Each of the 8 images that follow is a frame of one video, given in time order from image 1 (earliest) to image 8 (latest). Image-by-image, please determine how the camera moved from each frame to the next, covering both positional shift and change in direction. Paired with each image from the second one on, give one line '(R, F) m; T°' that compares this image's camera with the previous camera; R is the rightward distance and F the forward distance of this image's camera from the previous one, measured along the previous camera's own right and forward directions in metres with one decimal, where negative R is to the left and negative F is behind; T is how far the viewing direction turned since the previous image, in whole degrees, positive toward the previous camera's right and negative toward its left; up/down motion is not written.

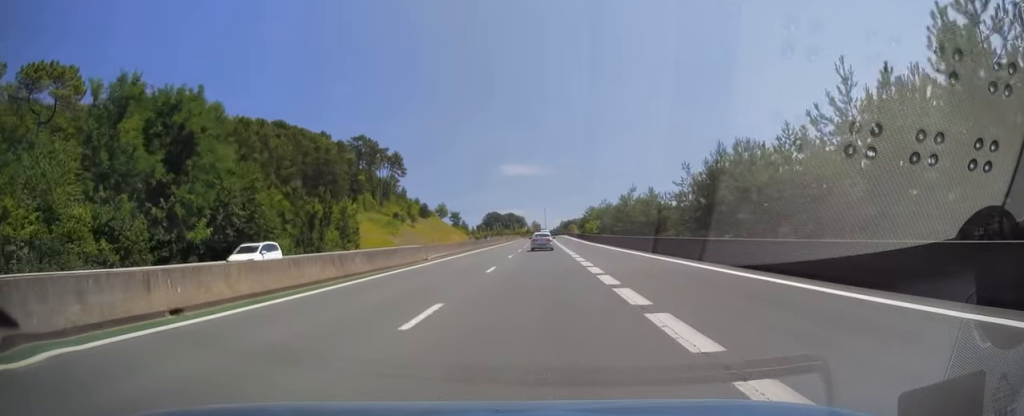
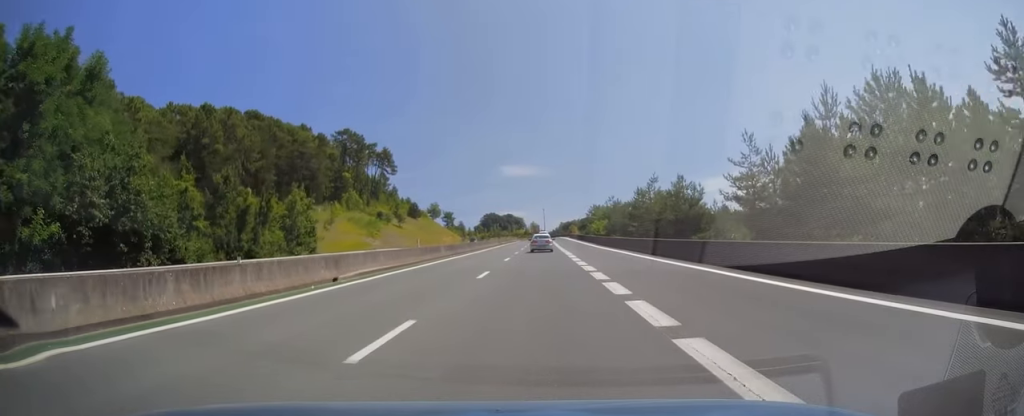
(0.0, +15.1) m; 0°
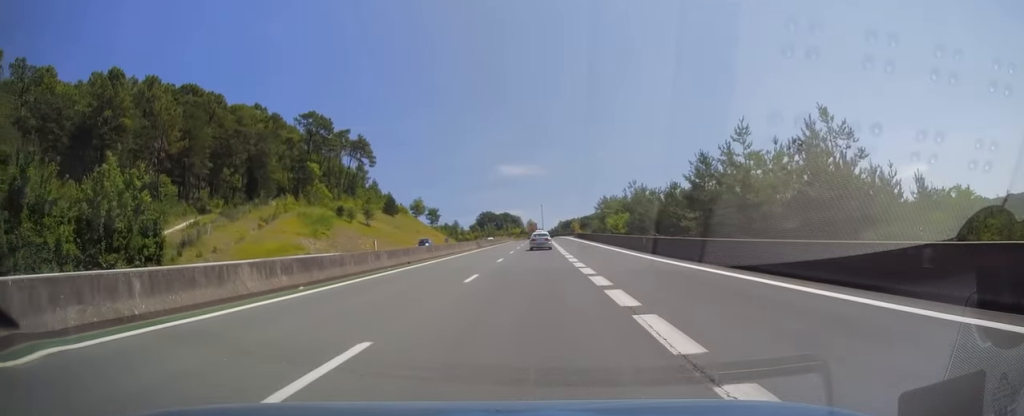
(+0.4, +27.9) m; 0°
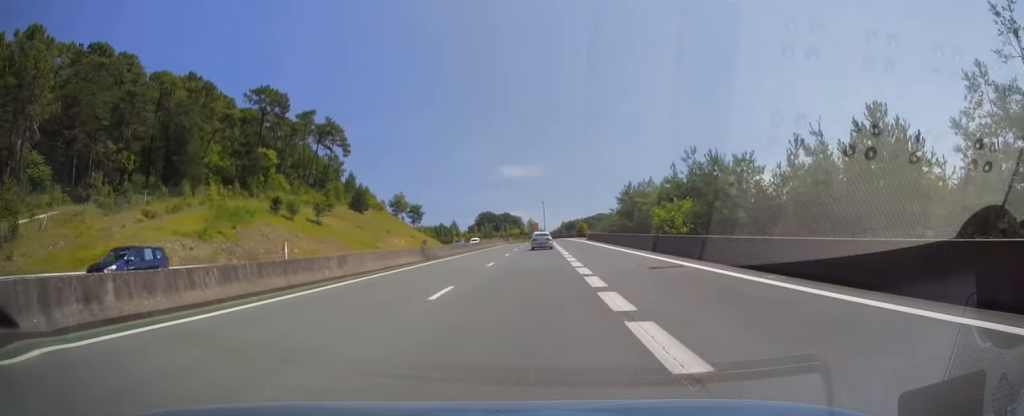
(-0.4, +30.9) m; 0°
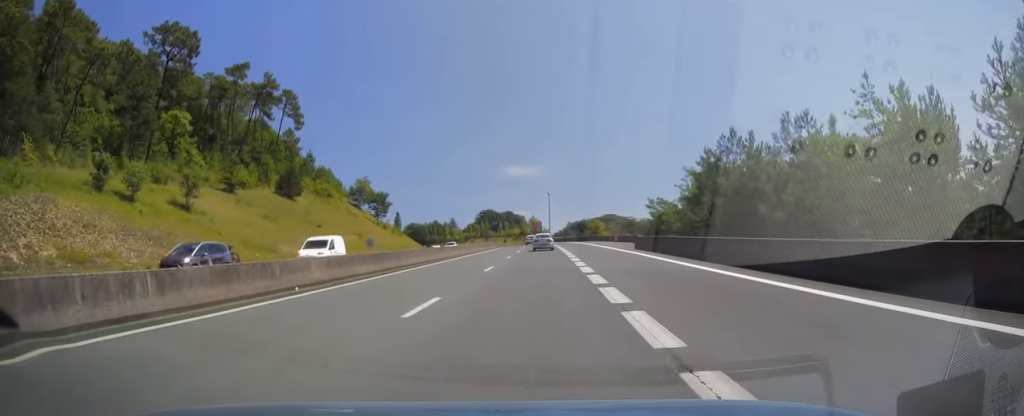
(+0.2, +41.7) m; 0°
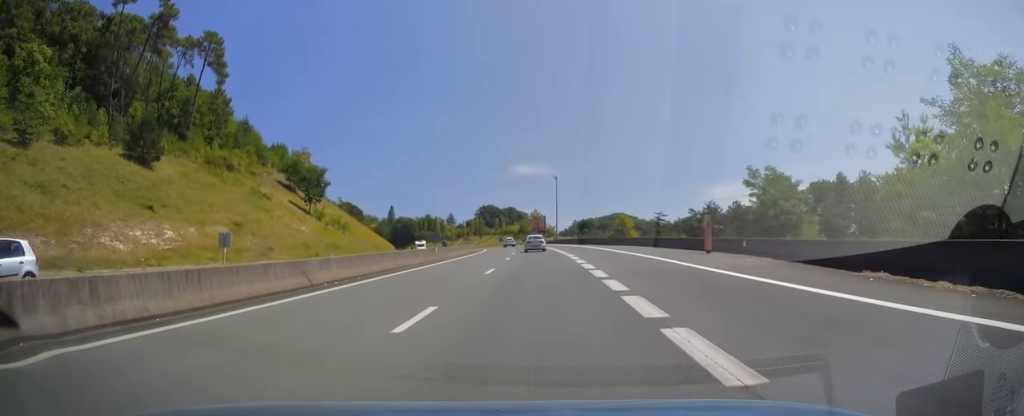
(-0.3, +40.6) m; -1°
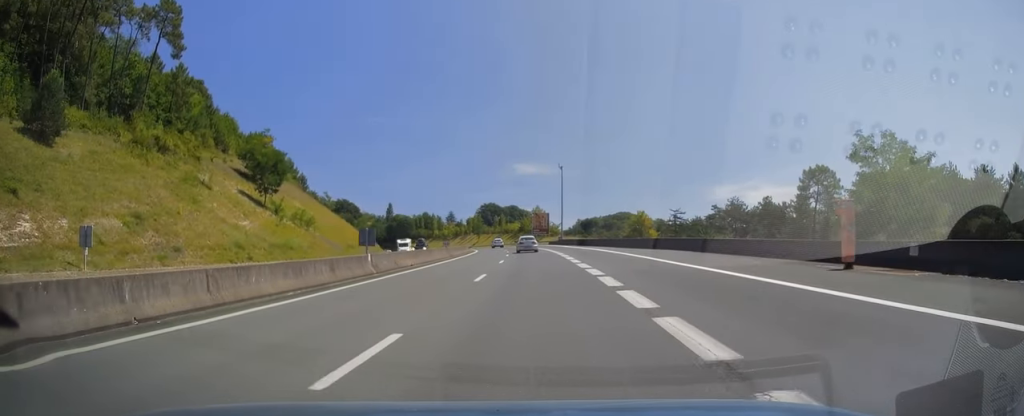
(-0.2, +16.2) m; 0°
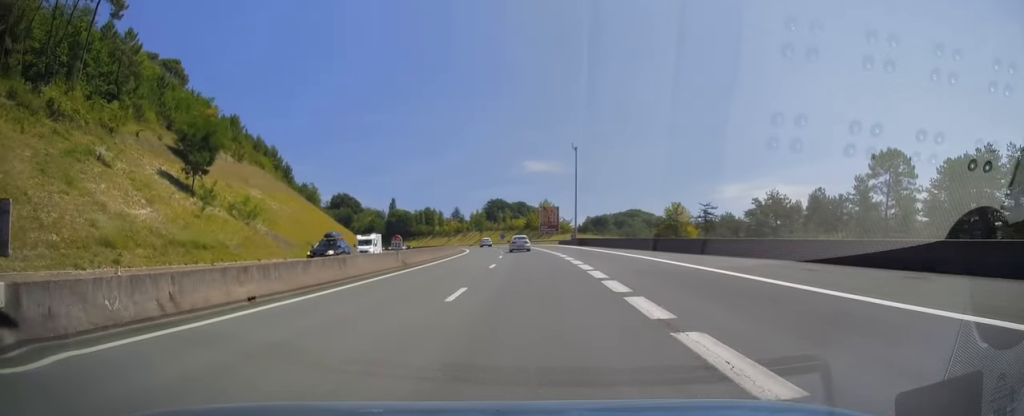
(-0.2, +18.6) m; -1°
